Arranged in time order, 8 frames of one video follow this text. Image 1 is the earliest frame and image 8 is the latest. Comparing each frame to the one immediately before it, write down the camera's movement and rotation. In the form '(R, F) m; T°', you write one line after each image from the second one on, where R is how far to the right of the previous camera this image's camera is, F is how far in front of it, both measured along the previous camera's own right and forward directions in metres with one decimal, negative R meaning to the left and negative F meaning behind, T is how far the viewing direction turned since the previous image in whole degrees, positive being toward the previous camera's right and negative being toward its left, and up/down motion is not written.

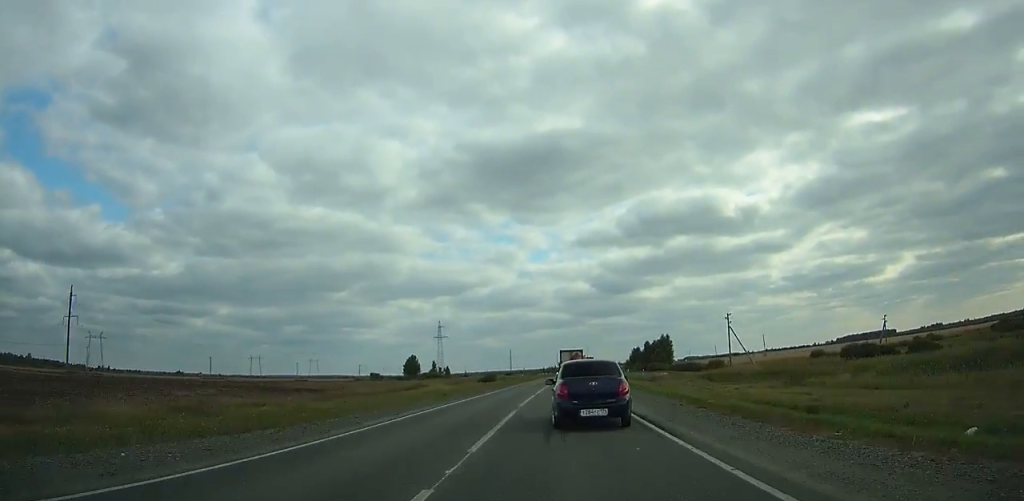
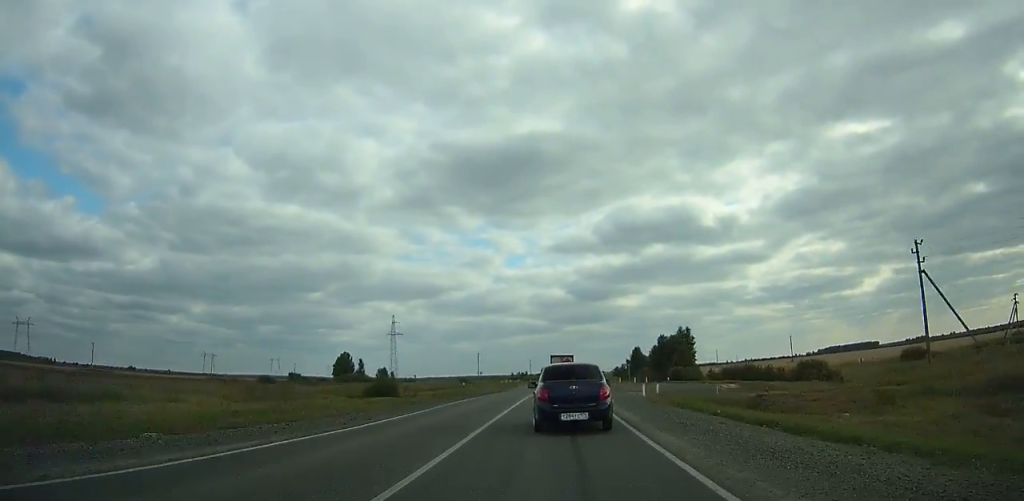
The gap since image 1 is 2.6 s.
(+0.6, +57.7) m; +1°
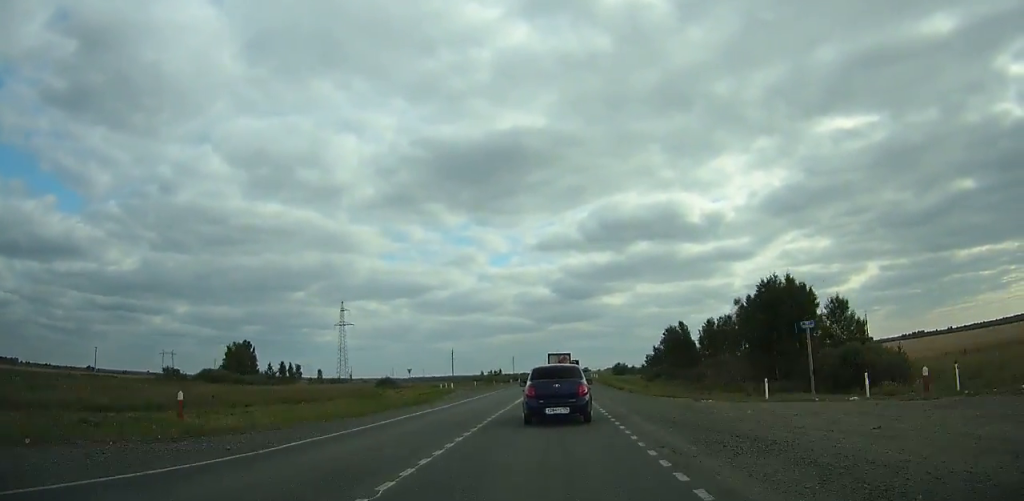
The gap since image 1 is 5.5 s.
(+1.1, +61.4) m; +2°
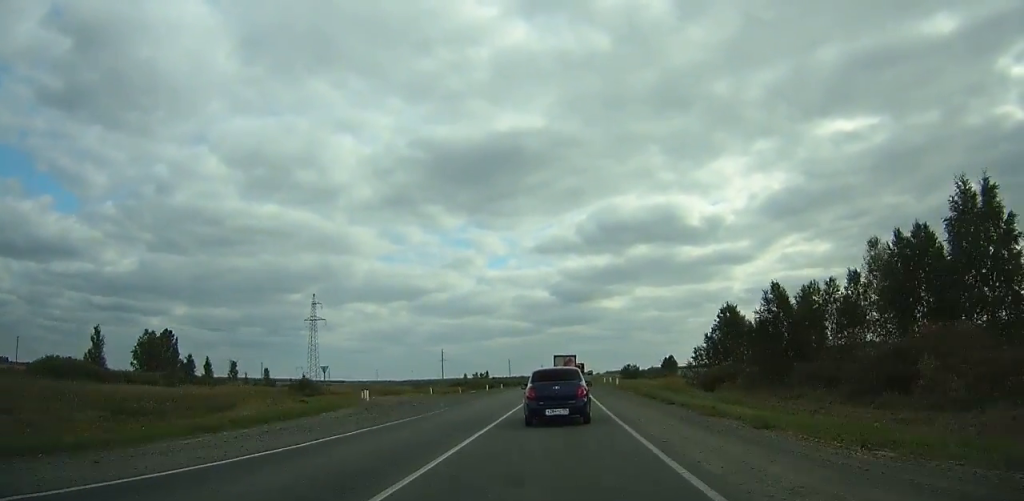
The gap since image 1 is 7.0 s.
(+0.3, +31.1) m; +1°
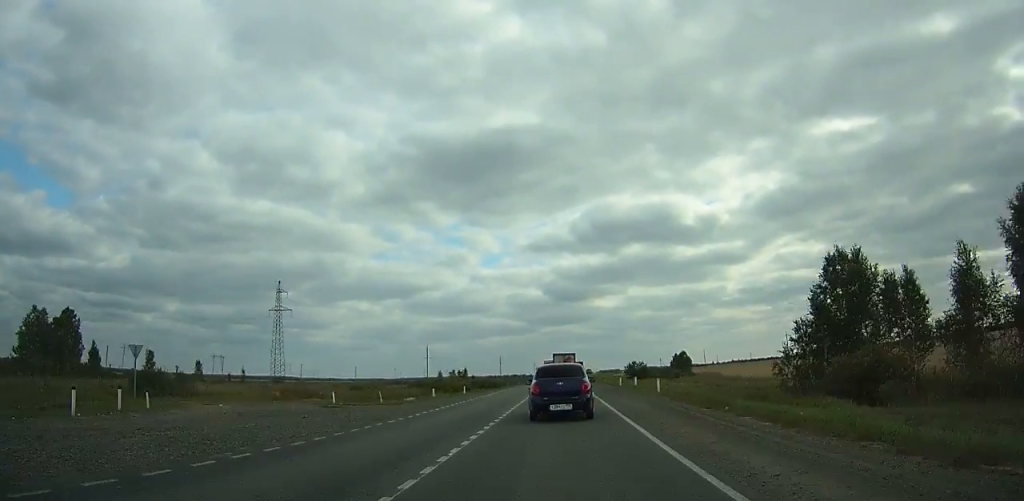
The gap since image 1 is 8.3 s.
(+0.1, +26.7) m; +1°
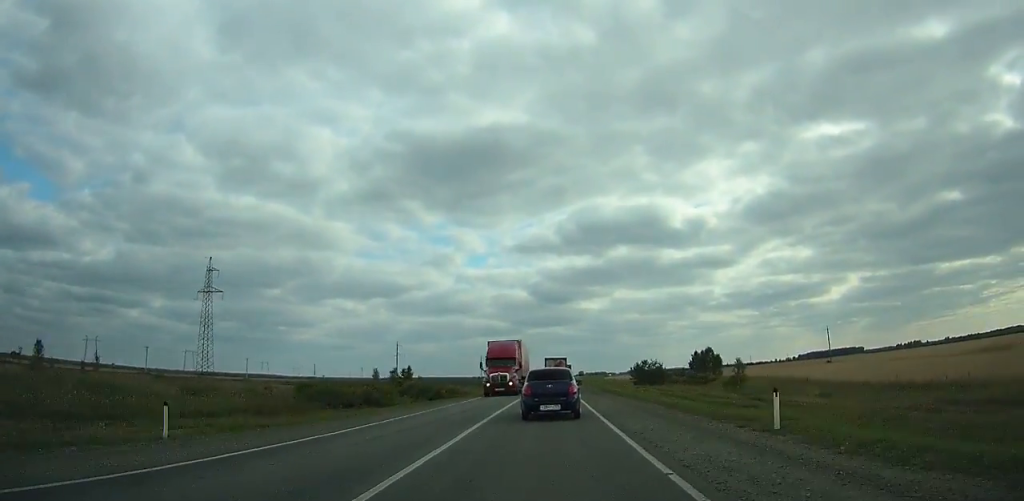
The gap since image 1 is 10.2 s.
(+0.4, +39.0) m; +1°
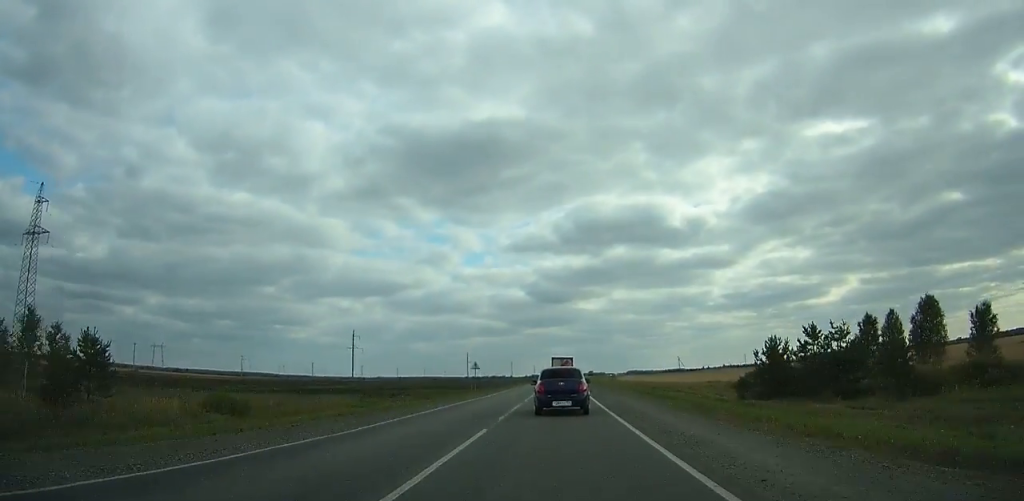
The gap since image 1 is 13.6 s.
(+0.8, +70.0) m; +1°
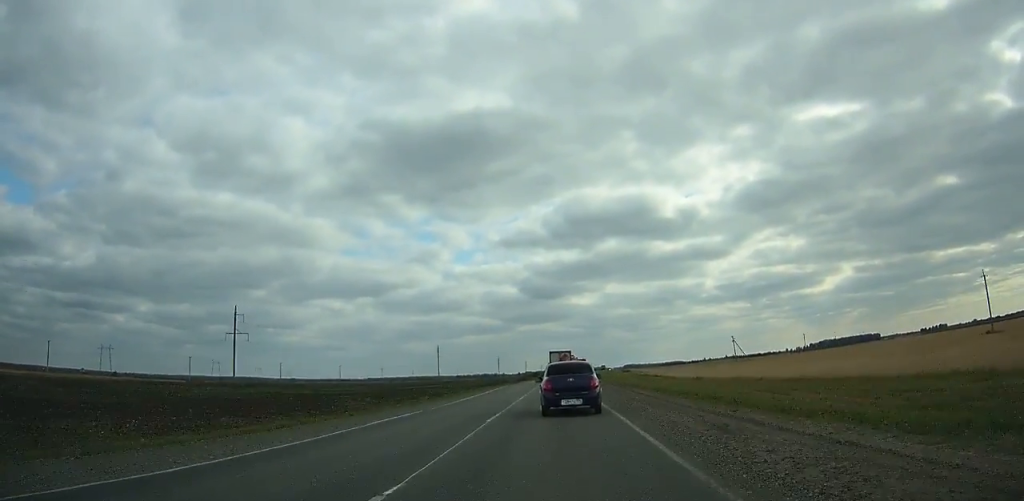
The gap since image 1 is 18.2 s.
(+0.5, +95.6) m; +1°
